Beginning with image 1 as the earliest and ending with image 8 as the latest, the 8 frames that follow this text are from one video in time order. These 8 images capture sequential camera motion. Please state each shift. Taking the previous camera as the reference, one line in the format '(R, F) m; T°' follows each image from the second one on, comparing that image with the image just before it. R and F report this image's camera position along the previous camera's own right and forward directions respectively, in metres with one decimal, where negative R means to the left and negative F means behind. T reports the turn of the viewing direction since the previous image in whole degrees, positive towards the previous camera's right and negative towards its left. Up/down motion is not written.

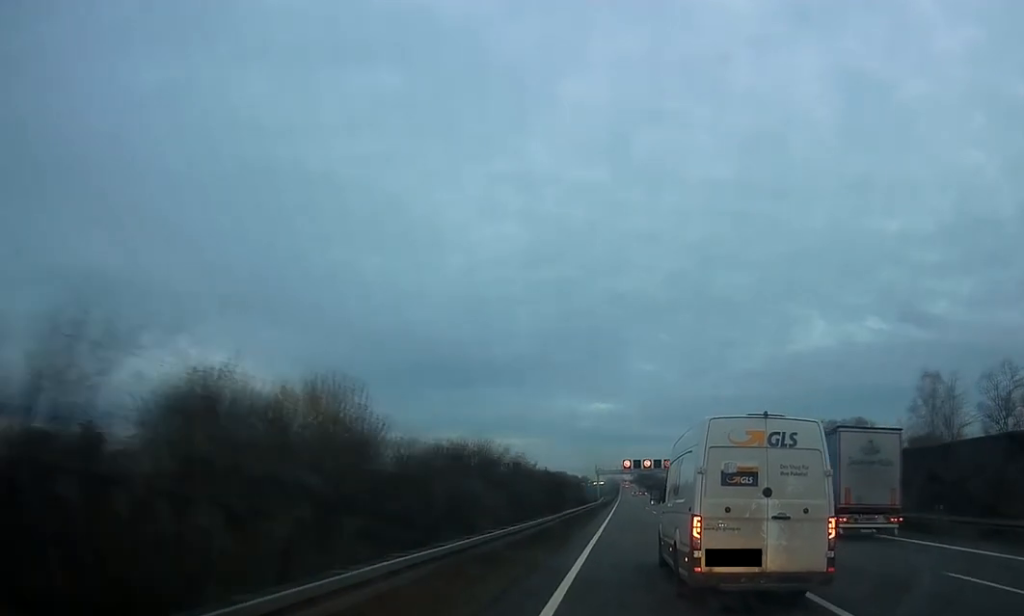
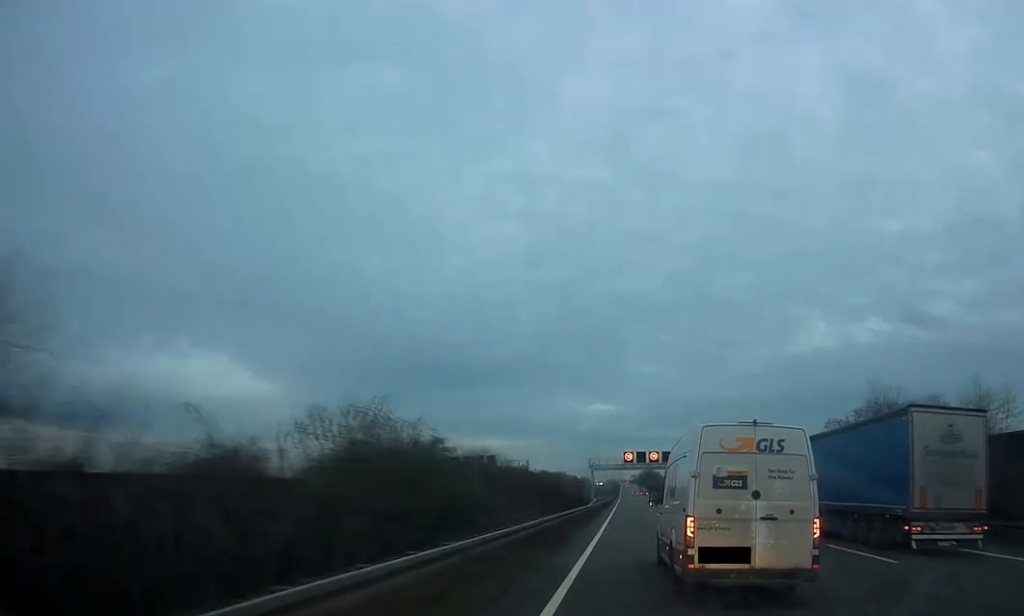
(+0.3, +27.5) m; +1°
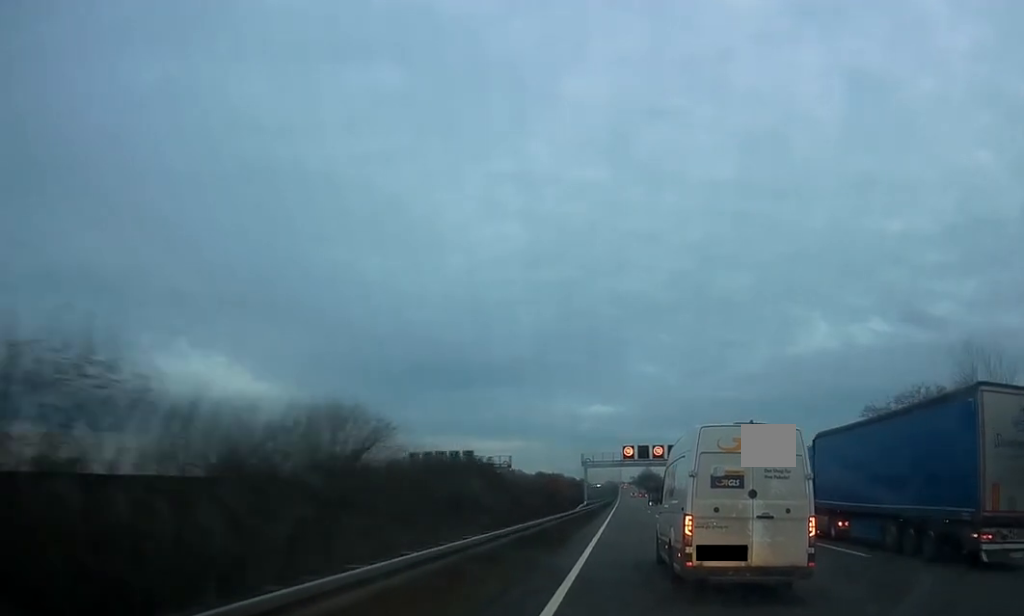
(+0.1, +16.0) m; 0°
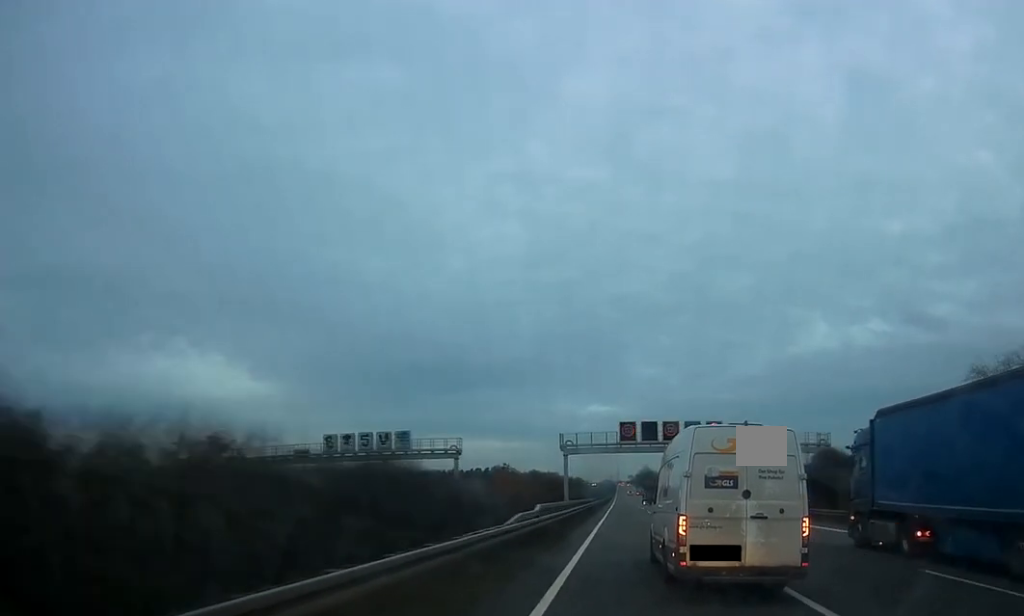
(-0.2, +27.7) m; 0°
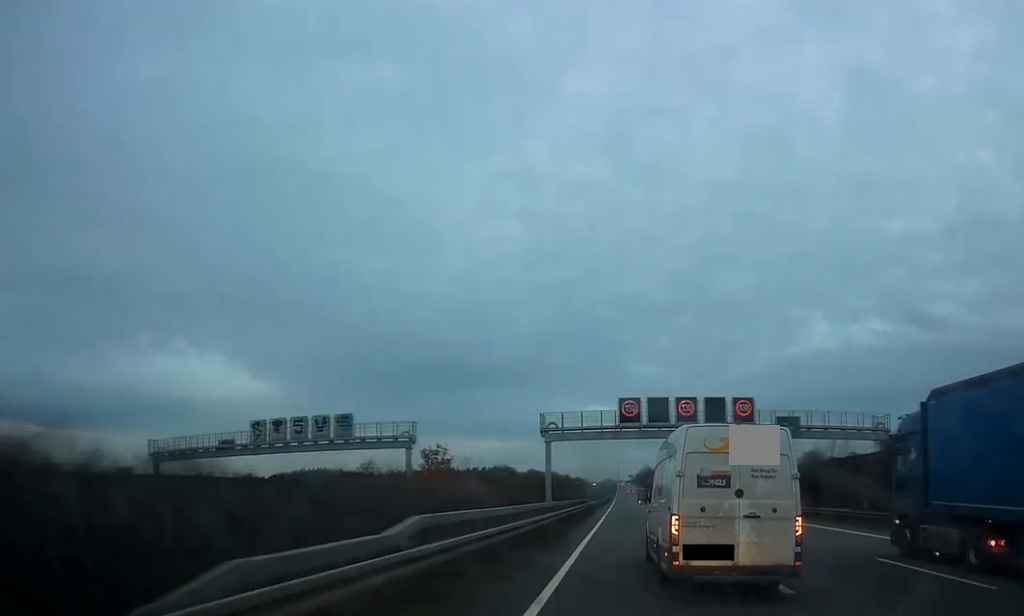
(-0.3, +15.0) m; 0°
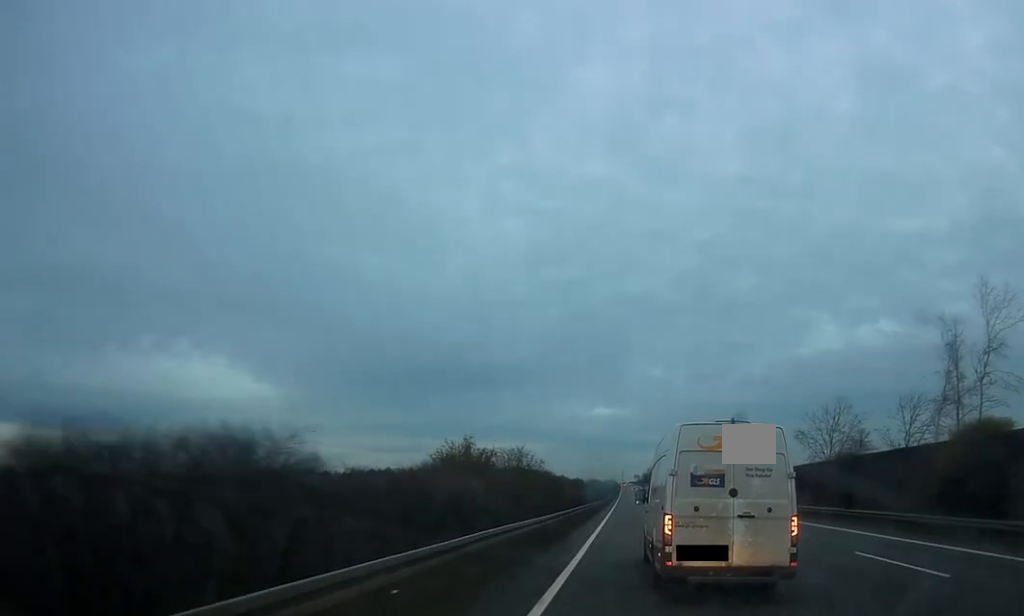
(+1.3, +88.2) m; +1°
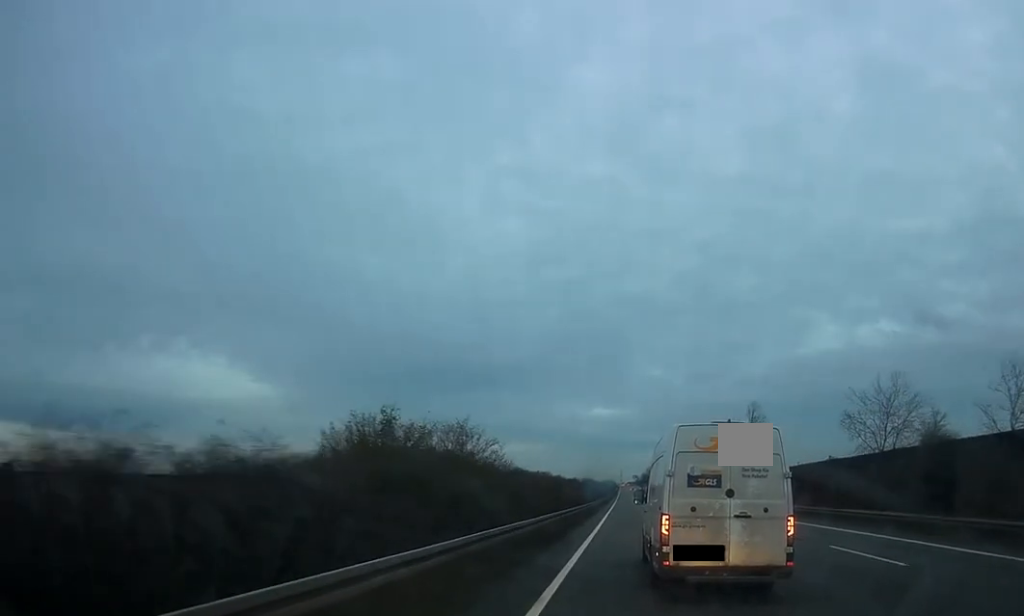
(0.0, +15.8) m; 0°
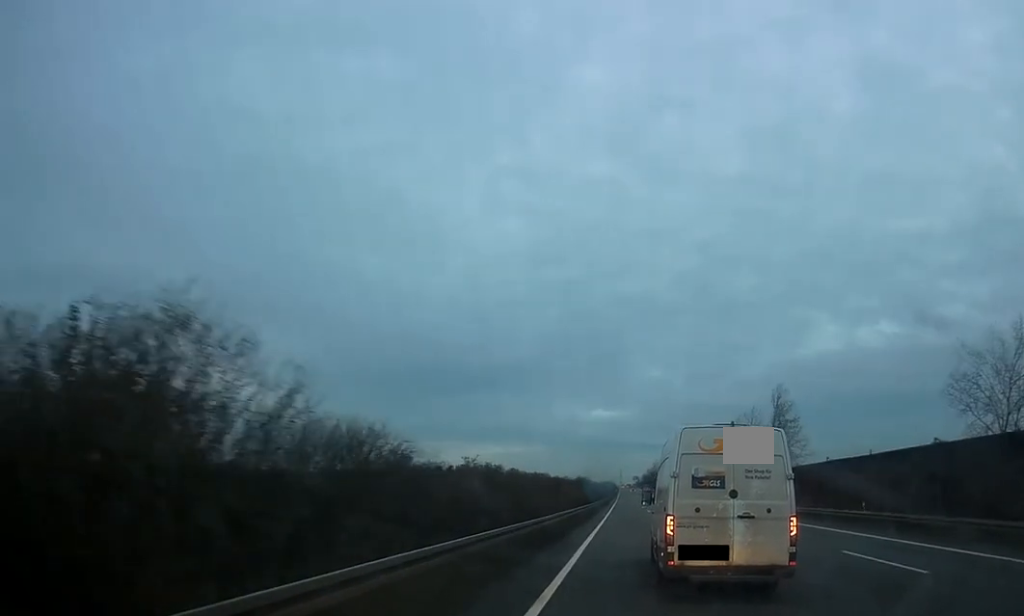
(0.0, +19.7) m; 0°
